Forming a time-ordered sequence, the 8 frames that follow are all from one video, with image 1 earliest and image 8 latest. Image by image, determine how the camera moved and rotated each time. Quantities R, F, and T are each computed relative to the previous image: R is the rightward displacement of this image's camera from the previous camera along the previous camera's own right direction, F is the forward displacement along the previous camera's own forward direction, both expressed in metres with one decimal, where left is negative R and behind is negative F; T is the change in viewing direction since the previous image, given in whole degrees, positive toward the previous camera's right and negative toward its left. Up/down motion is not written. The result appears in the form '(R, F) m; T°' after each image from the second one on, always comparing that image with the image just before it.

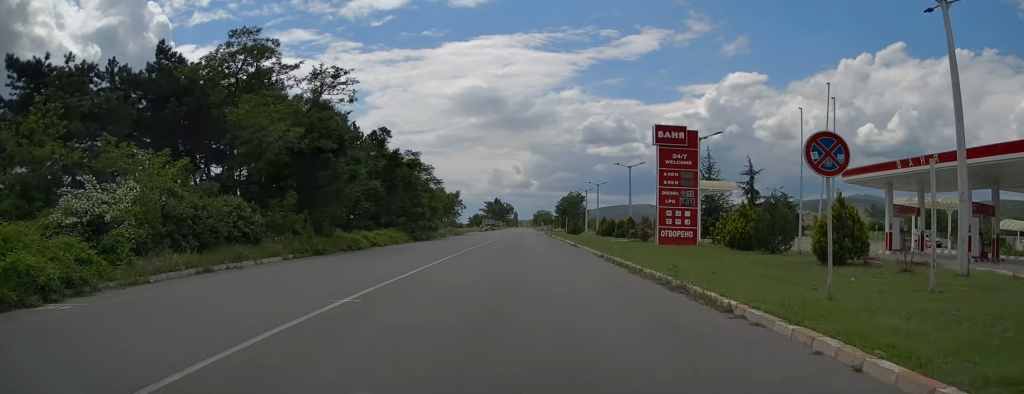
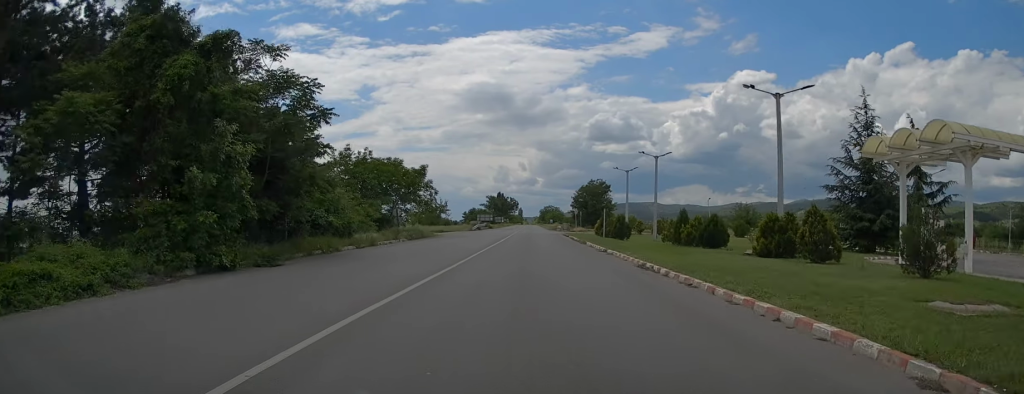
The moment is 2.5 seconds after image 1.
(-0.7, +33.1) m; -1°
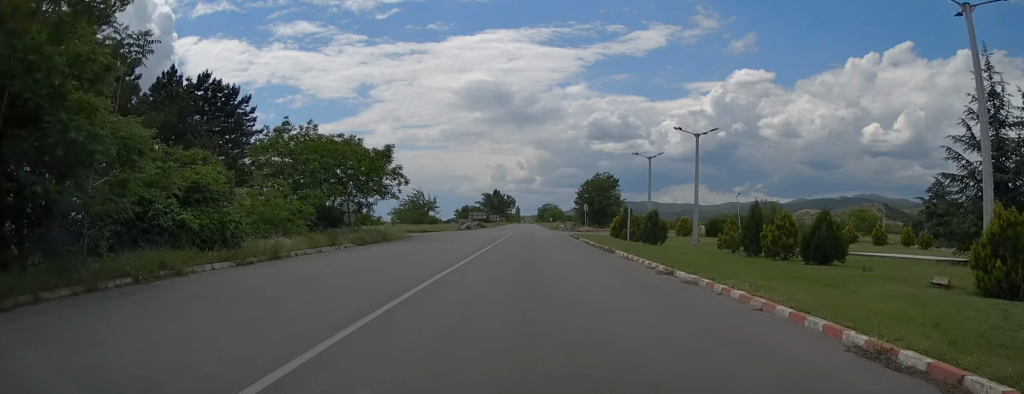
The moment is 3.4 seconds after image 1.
(0.0, +12.5) m; 0°
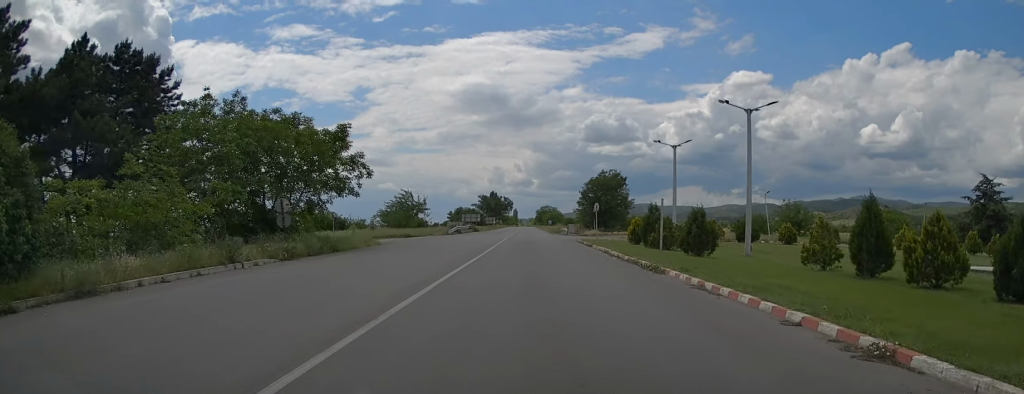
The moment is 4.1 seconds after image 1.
(0.0, +9.4) m; +1°
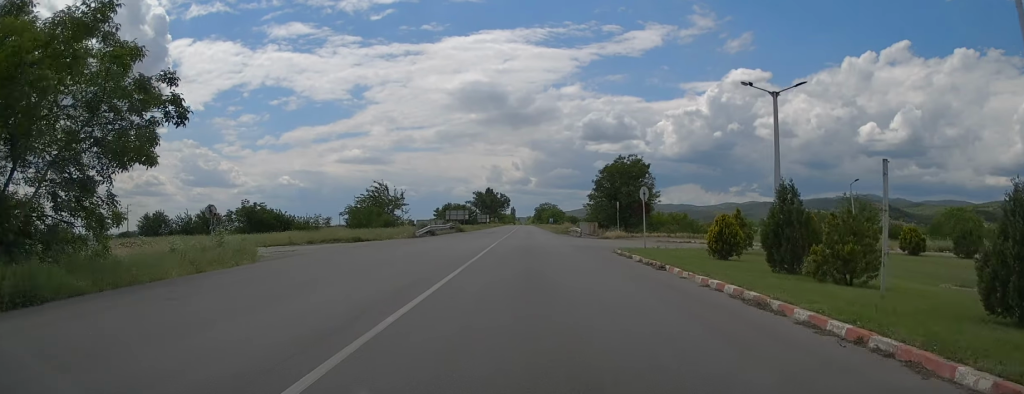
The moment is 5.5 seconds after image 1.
(+0.4, +17.9) m; +1°
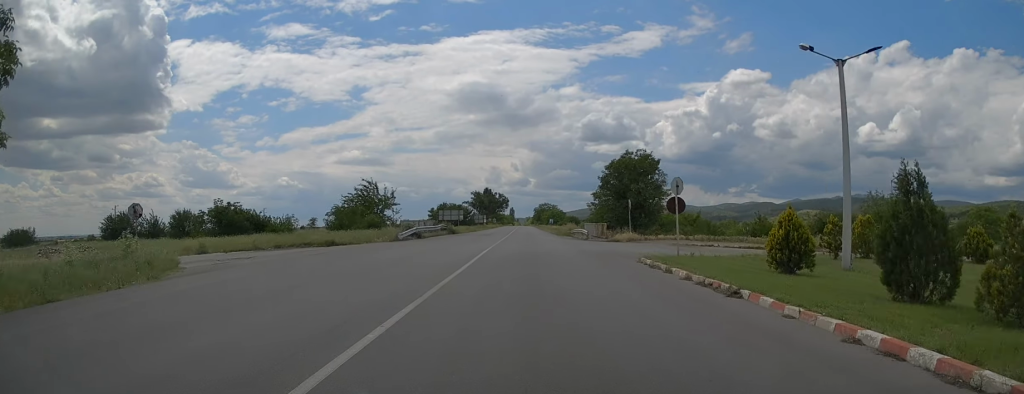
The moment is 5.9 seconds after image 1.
(0.0, +5.8) m; 0°
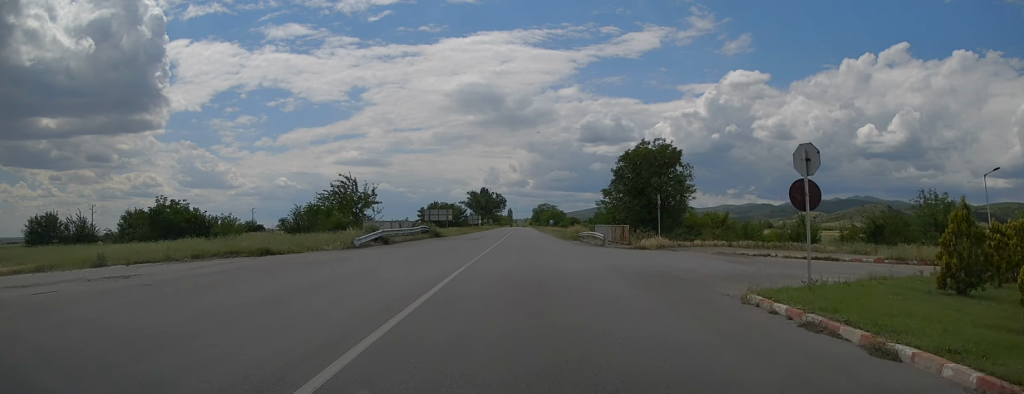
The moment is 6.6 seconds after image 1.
(-0.3, +9.8) m; 0°
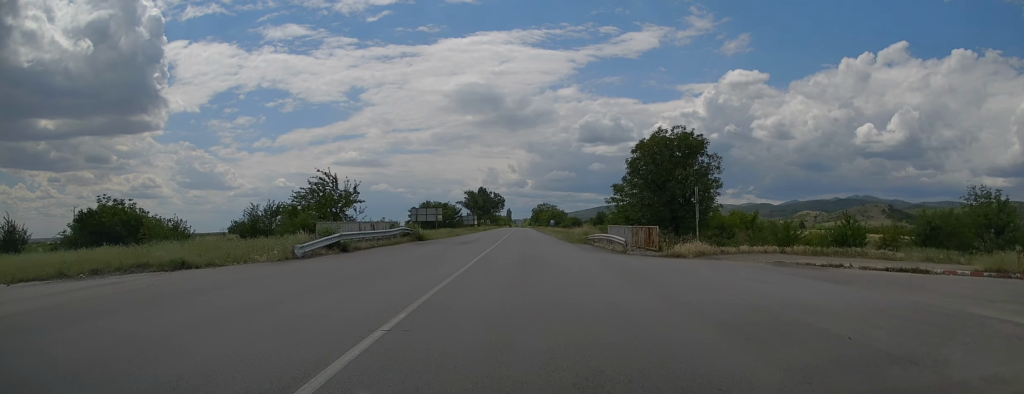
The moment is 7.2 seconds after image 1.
(+0.2, +7.6) m; 0°
